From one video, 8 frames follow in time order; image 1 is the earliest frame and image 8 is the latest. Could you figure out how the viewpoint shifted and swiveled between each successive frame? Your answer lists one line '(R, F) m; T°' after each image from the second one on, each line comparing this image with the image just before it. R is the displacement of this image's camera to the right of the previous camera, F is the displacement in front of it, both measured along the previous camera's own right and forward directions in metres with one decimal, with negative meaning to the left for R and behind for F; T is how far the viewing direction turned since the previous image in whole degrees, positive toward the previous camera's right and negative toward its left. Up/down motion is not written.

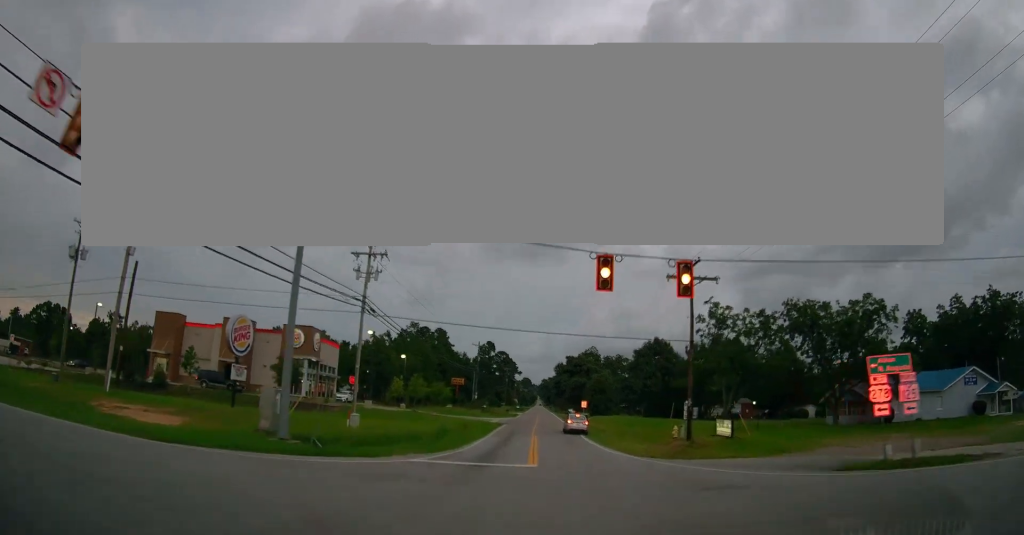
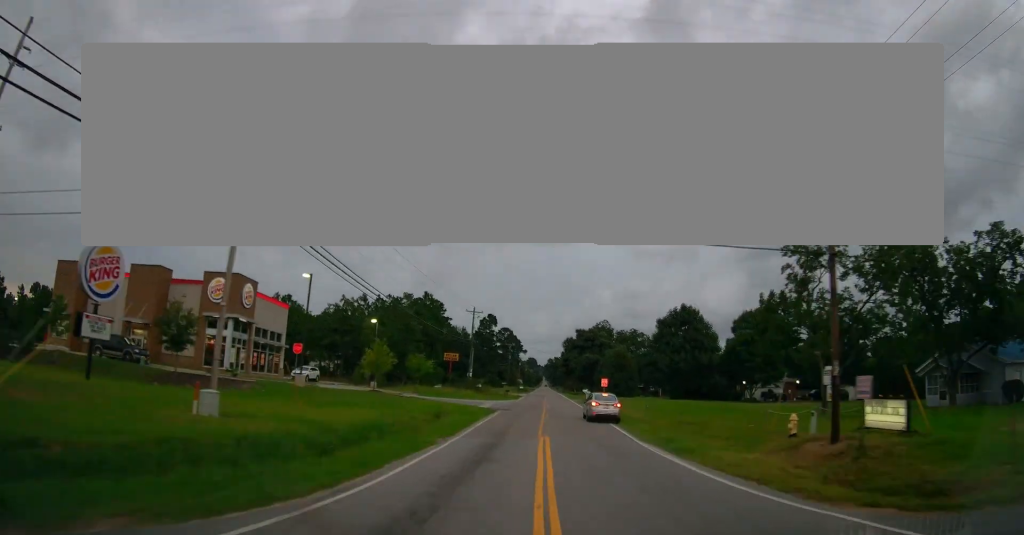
(-0.1, +16.4) m; 0°
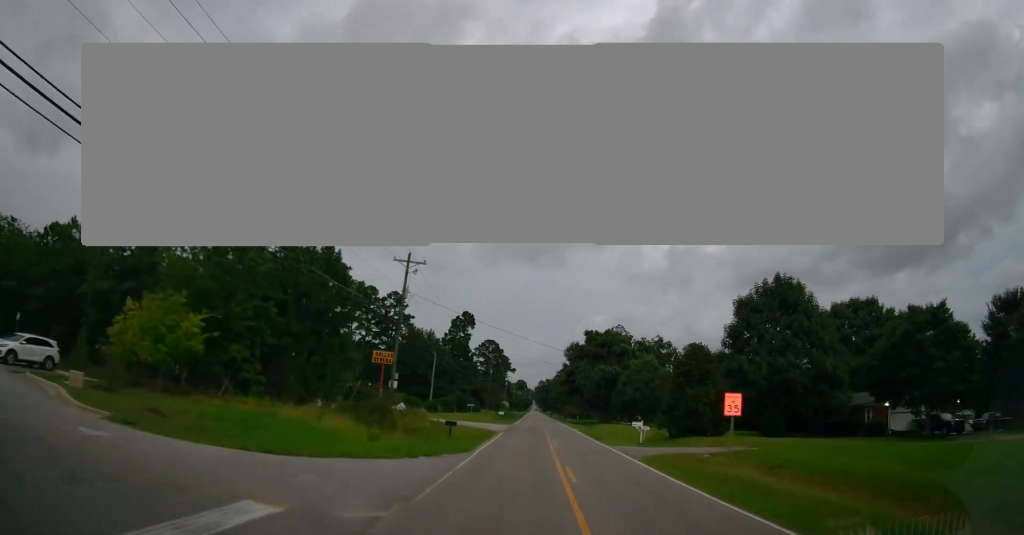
(0.0, +39.3) m; 0°
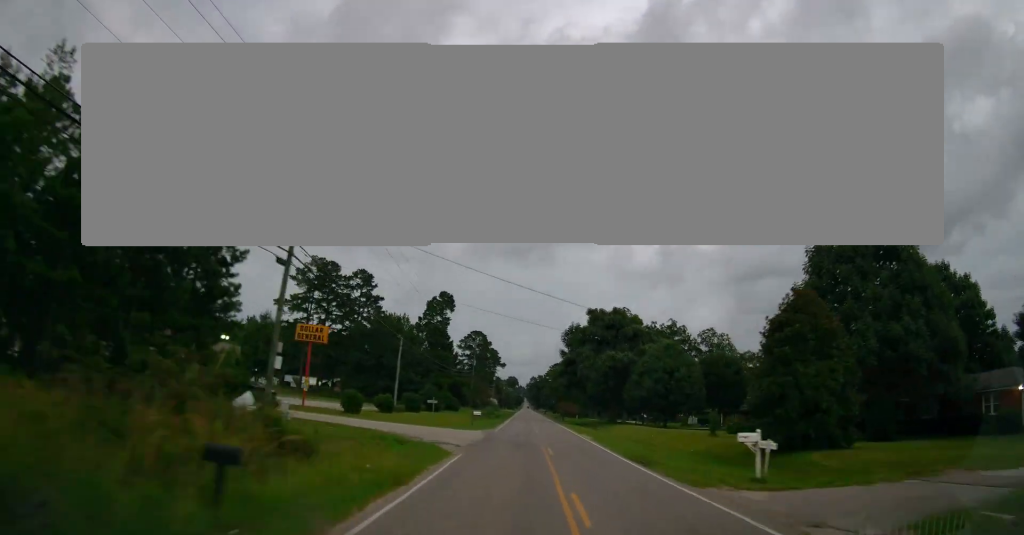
(-0.1, +17.4) m; +1°
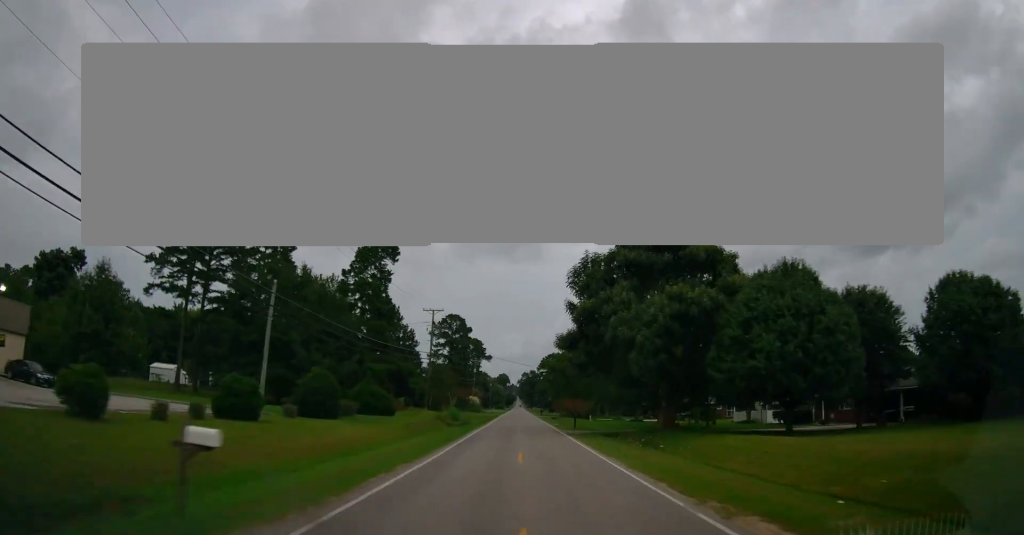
(+0.7, +32.3) m; +2°
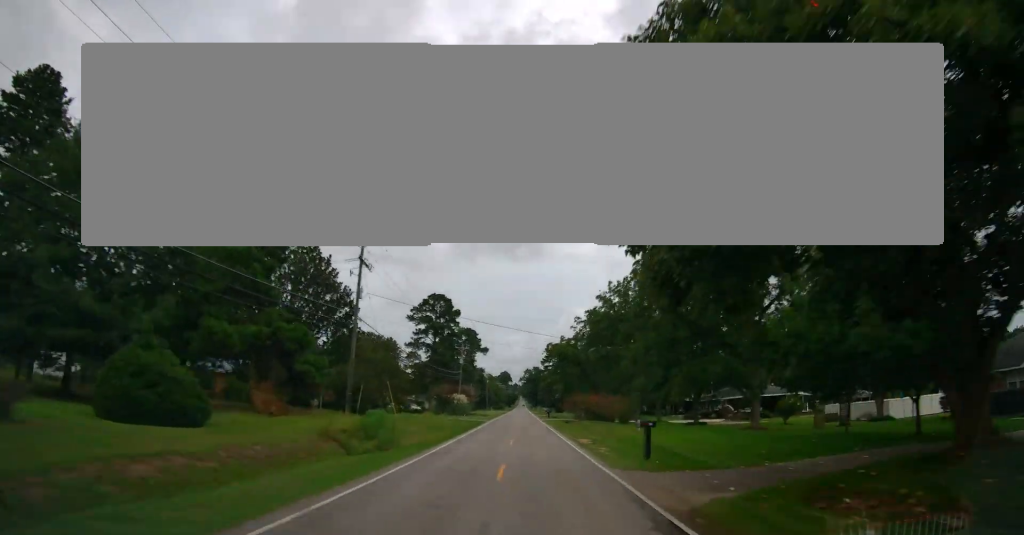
(+0.1, +28.0) m; 0°
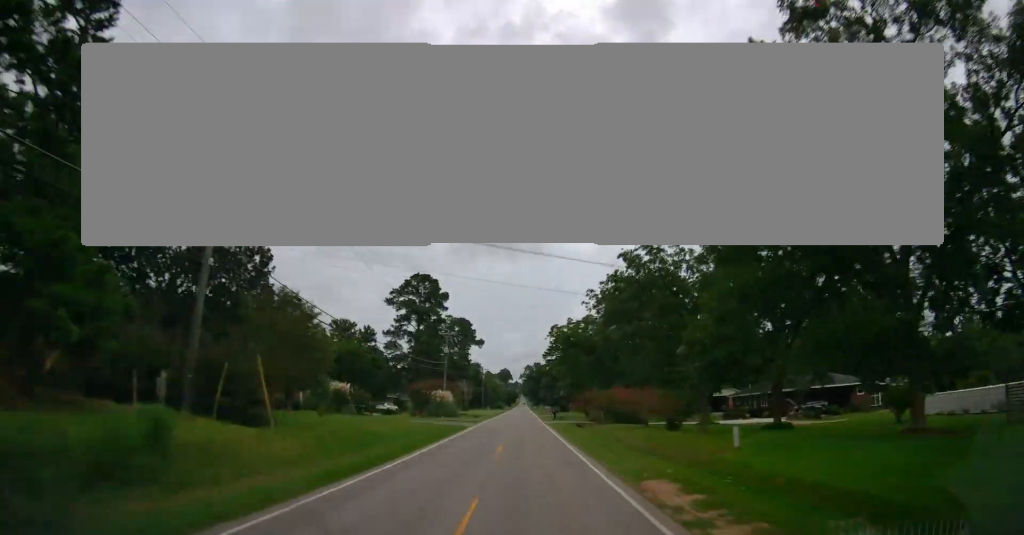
(-0.2, +17.7) m; 0°
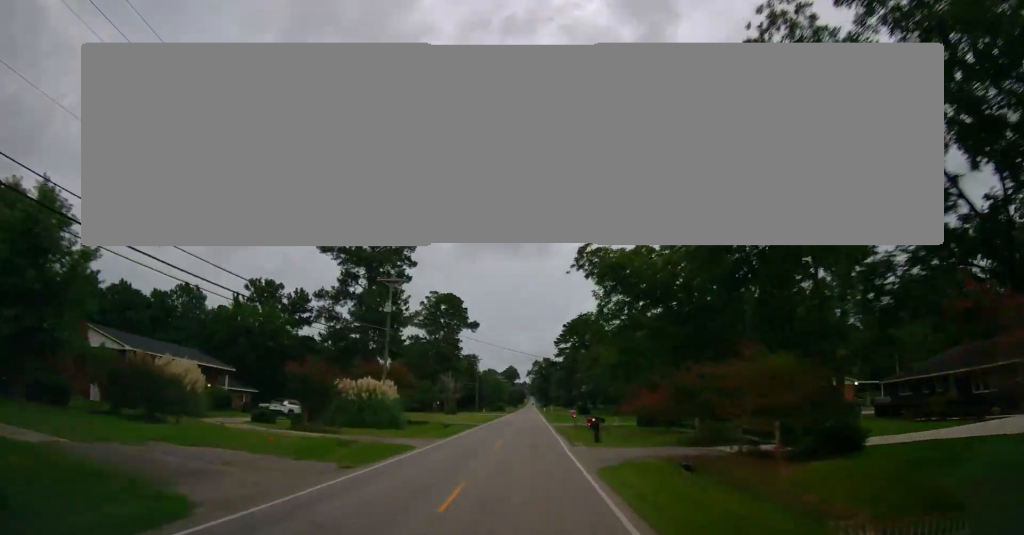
(+0.2, +35.0) m; 0°
